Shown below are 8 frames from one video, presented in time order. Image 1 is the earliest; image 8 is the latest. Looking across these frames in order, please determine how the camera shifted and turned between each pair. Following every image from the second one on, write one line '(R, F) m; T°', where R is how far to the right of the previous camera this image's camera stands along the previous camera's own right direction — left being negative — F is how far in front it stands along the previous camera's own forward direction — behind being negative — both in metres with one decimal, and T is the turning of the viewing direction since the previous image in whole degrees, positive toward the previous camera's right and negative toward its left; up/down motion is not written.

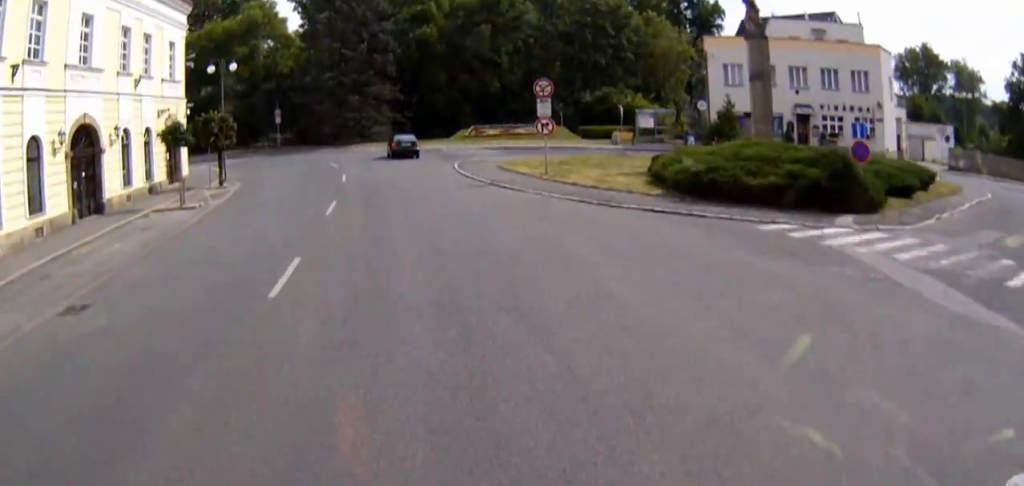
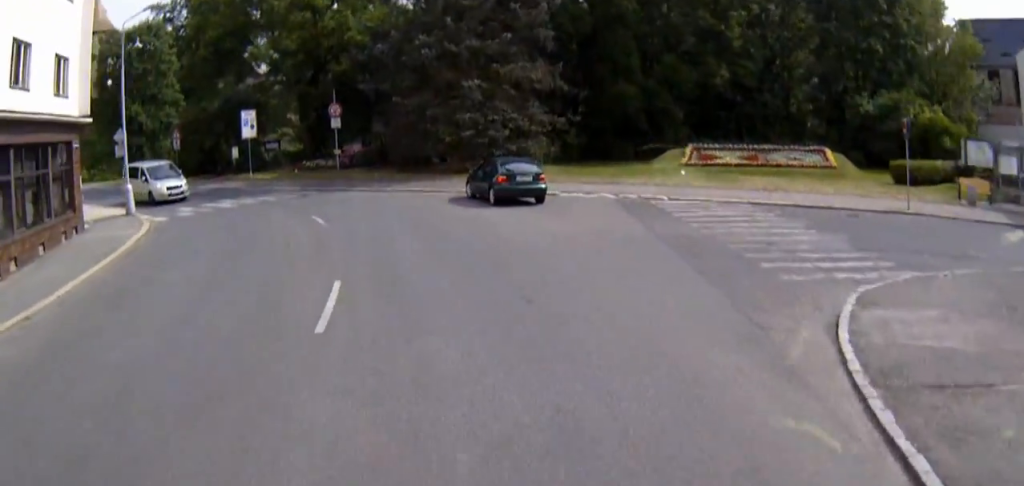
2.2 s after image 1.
(-4.1, +32.7) m; -8°
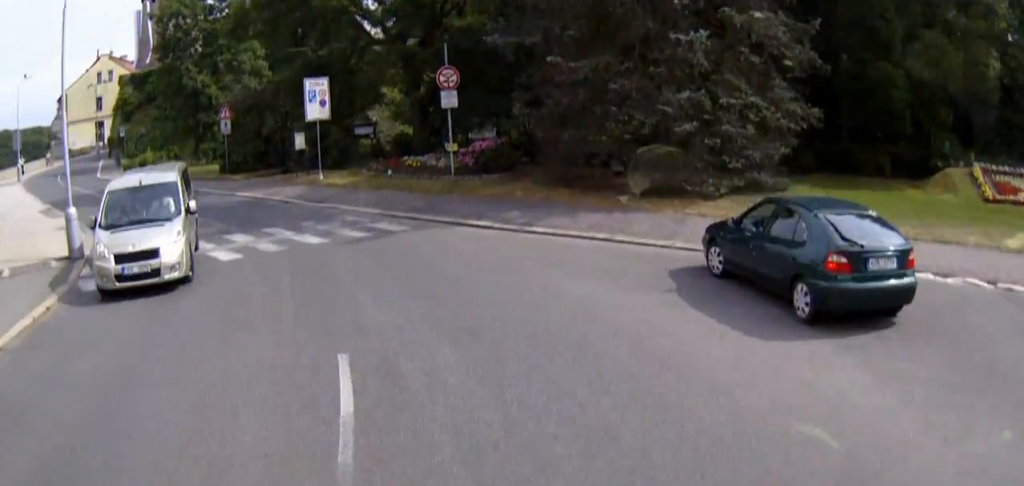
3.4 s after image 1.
(+1.3, +16.2) m; +7°
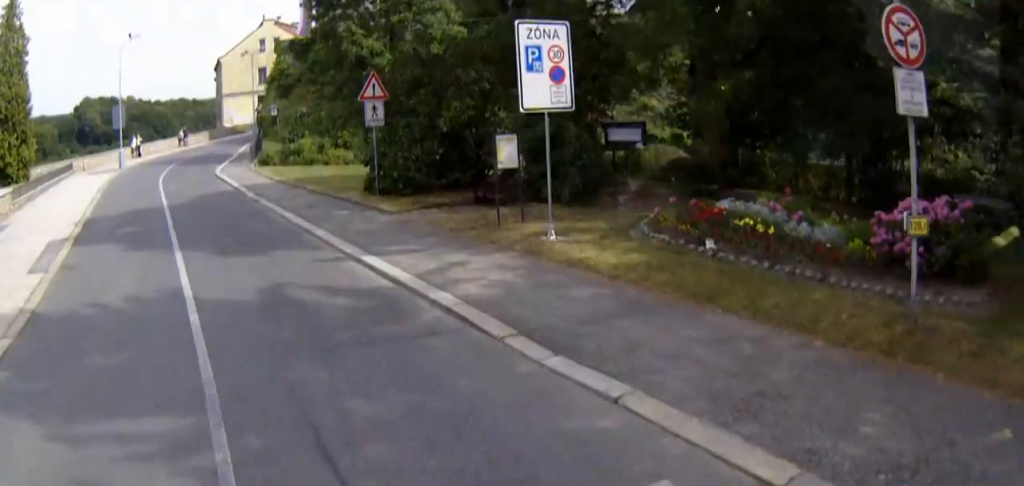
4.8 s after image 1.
(-0.2, +17.7) m; -5°
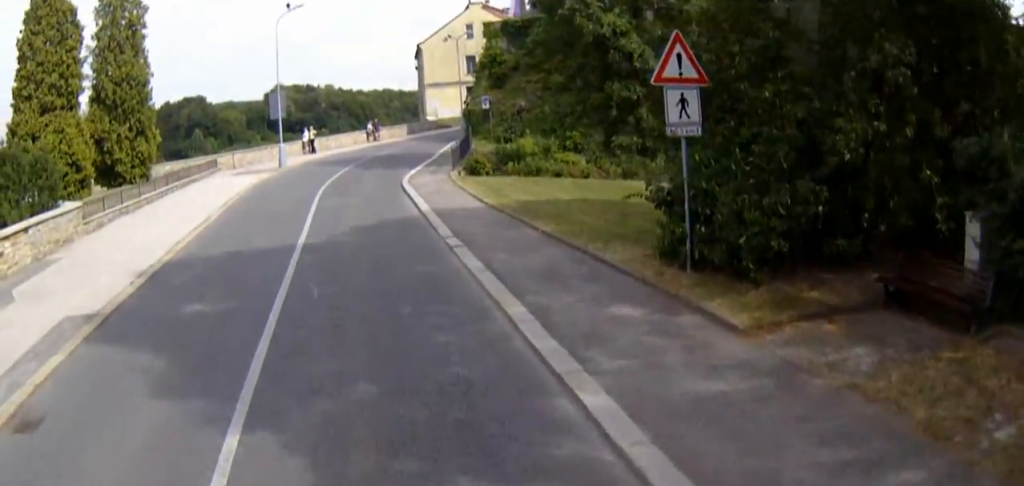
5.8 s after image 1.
(-0.8, +11.6) m; -10°
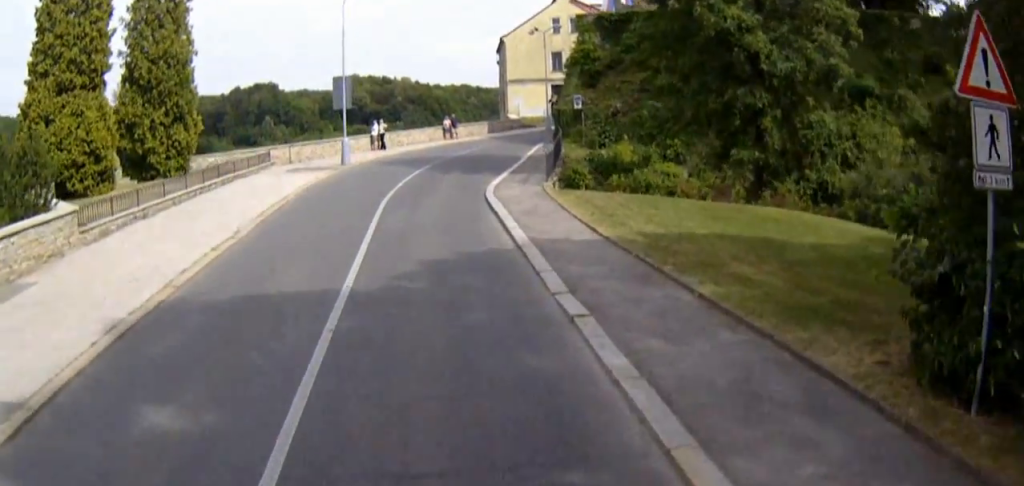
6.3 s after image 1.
(-0.3, +5.4) m; -6°
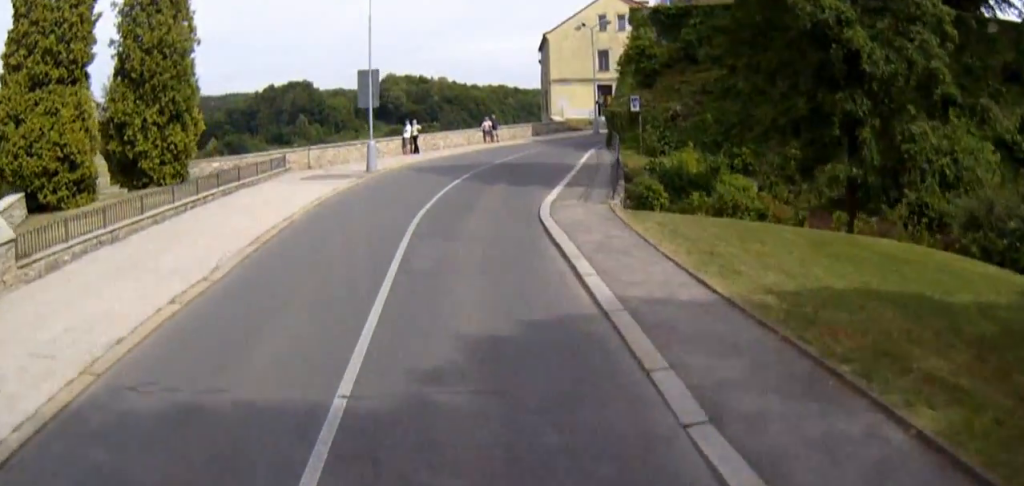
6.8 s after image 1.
(-0.2, +5.1) m; -4°
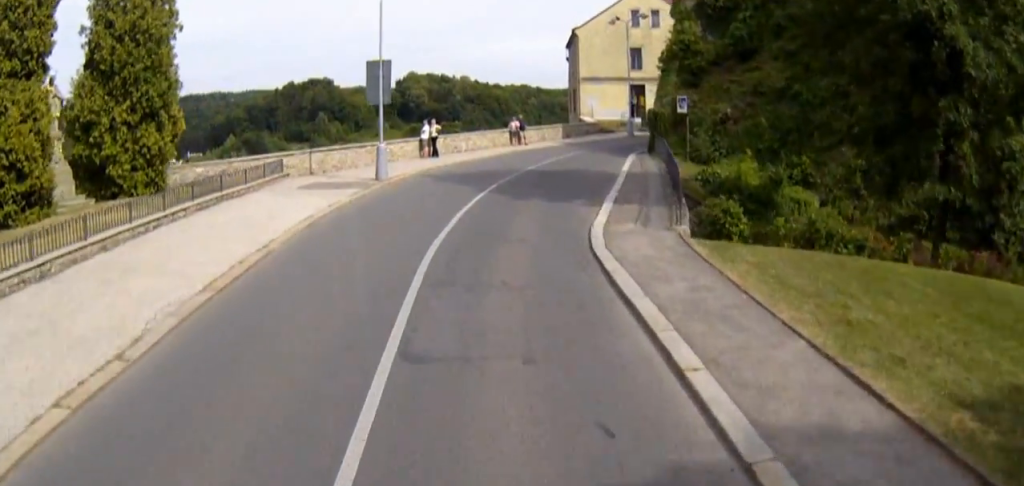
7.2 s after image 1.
(-0.5, +4.1) m; -1°
